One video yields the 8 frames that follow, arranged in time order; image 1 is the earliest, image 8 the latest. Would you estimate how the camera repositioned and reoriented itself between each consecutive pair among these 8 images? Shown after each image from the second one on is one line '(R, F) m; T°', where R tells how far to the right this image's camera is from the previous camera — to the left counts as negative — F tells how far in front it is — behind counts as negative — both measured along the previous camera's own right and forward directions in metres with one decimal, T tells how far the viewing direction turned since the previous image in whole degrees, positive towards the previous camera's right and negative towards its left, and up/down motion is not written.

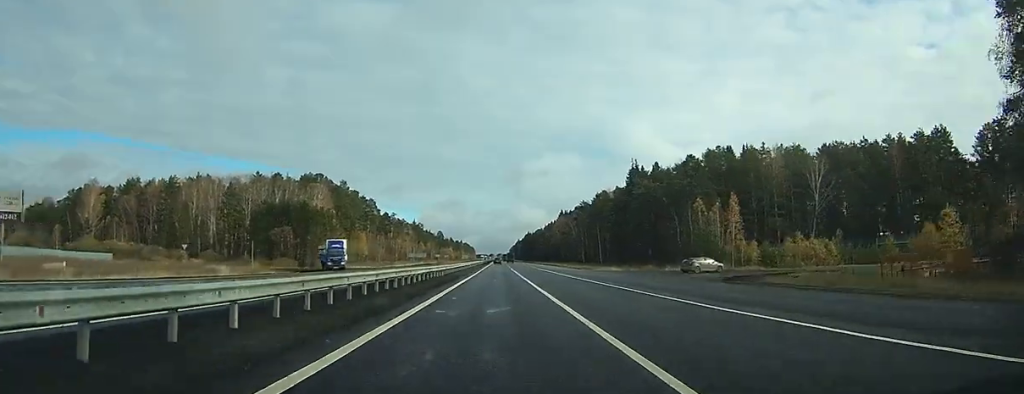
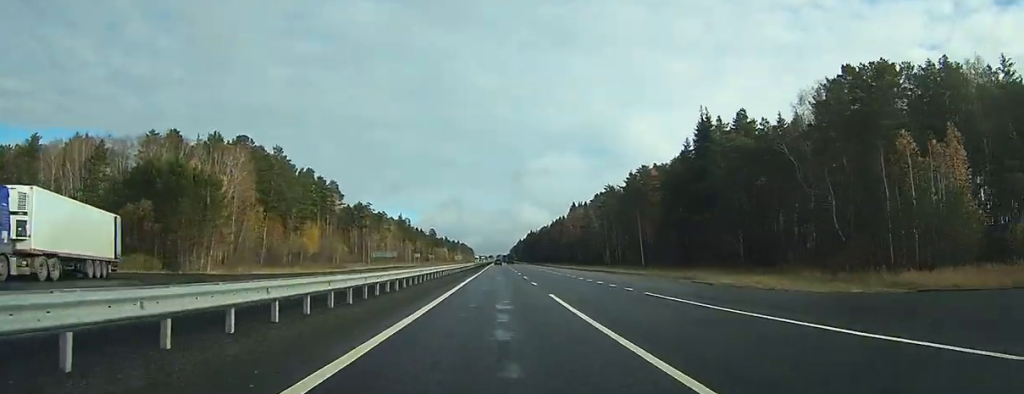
(+2.2, +60.8) m; +2°
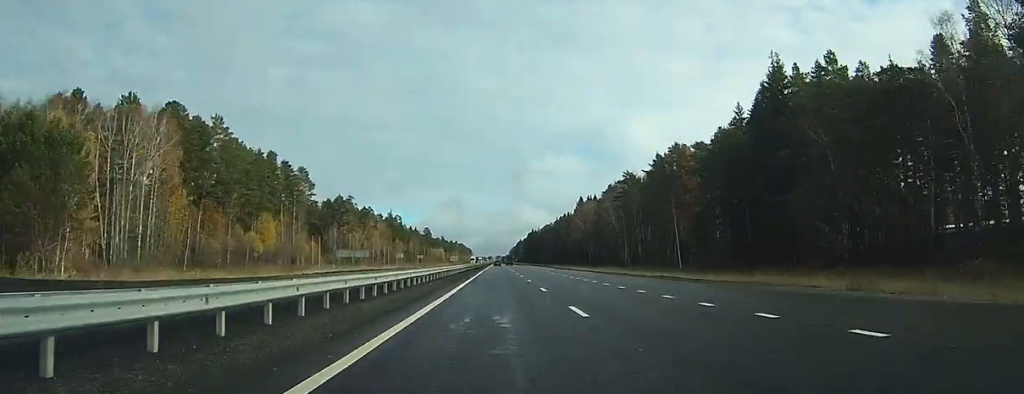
(+3.9, +31.2) m; -3°
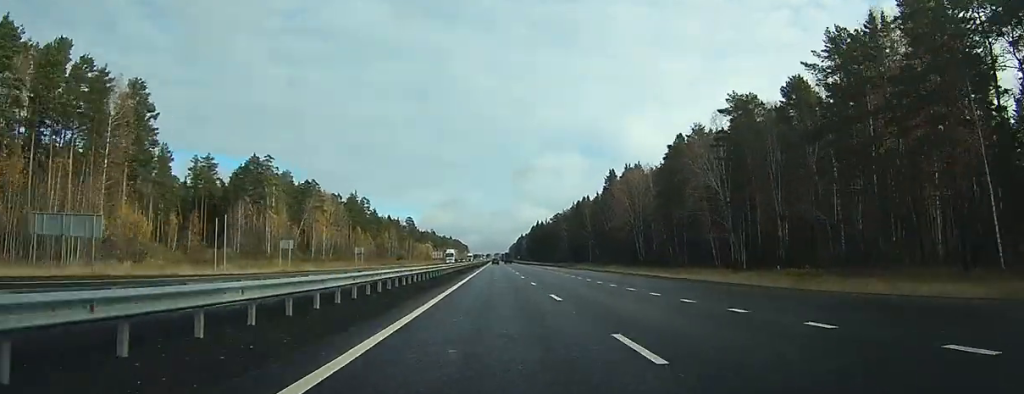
(-10.1, +77.3) m; -5°
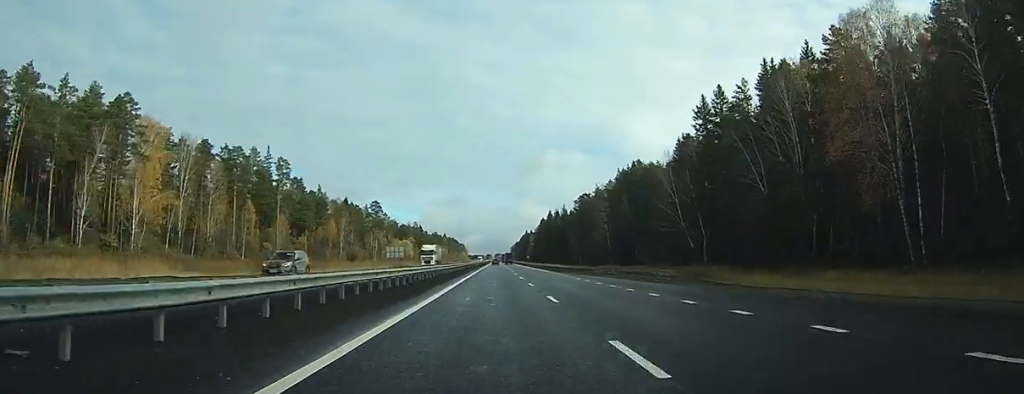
(+5.4, +94.3) m; +4°
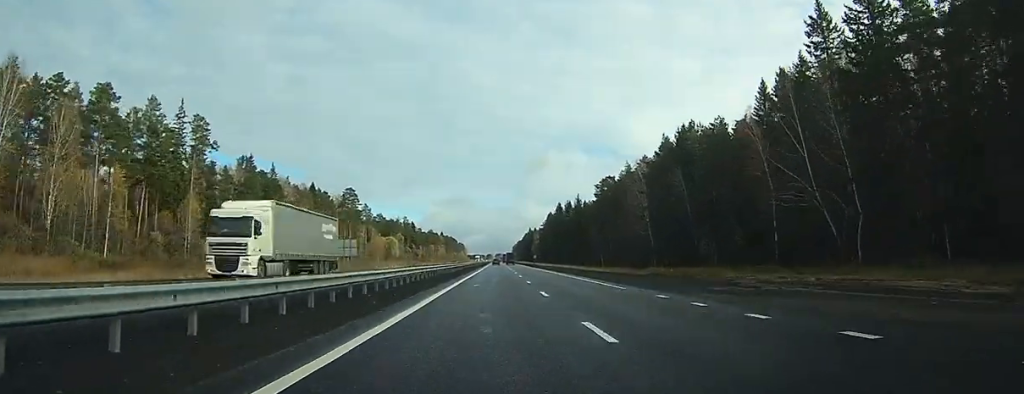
(+0.2, +47.1) m; 0°
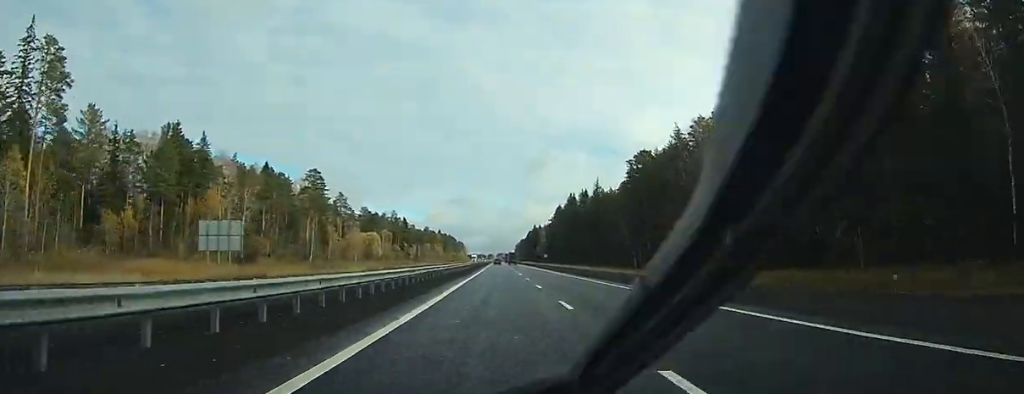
(+0.1, +43.1) m; 0°
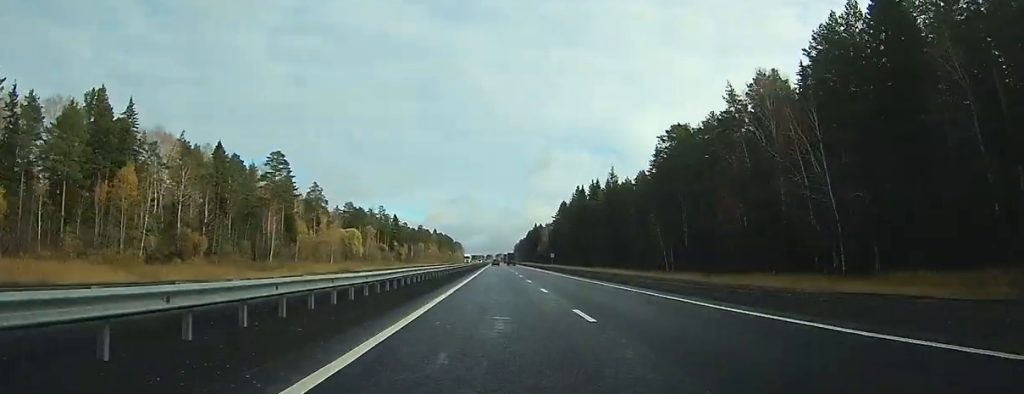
(0.0, +27.2) m; 0°
